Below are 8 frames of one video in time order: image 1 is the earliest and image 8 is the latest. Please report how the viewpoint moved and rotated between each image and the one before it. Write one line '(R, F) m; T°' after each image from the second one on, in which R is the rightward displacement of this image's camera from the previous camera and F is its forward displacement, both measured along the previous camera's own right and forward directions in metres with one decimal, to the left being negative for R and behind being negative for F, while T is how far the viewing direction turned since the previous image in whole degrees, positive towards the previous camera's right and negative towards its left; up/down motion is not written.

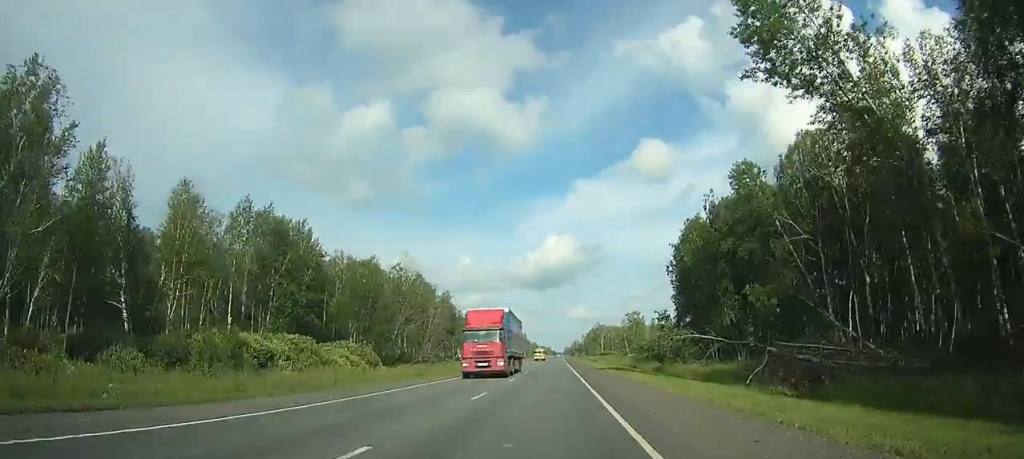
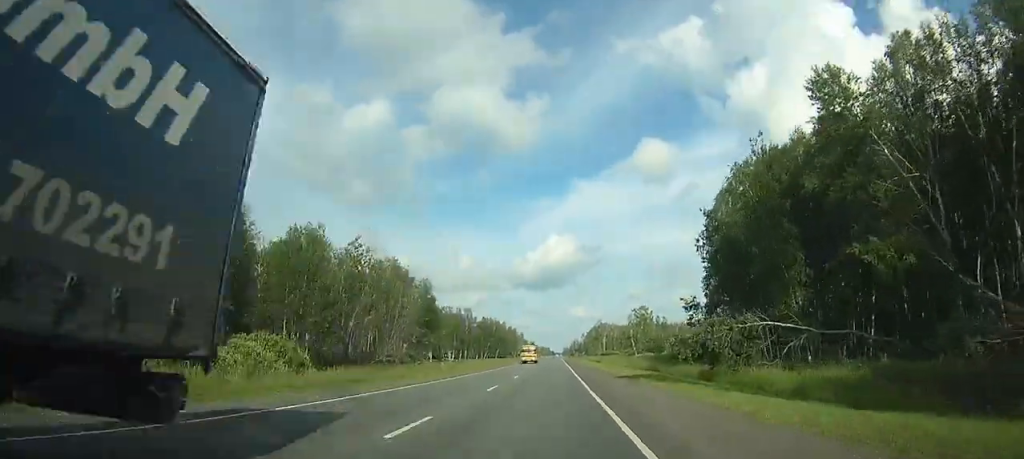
(0.0, +19.1) m; 0°
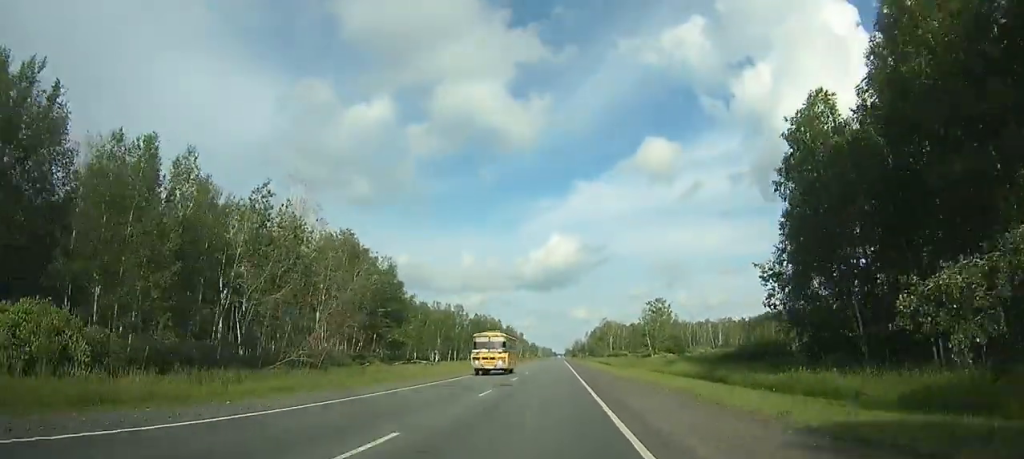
(-0.1, +28.0) m; 0°
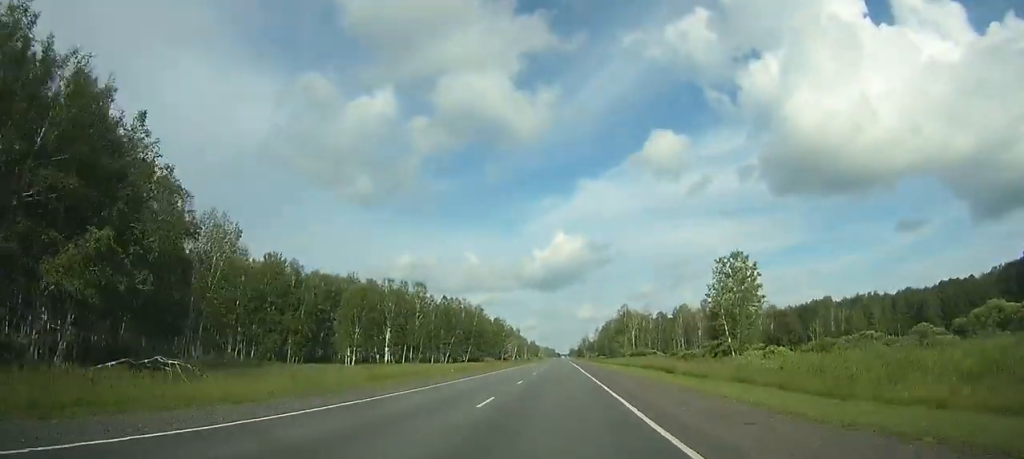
(-0.1, +66.4) m; 0°
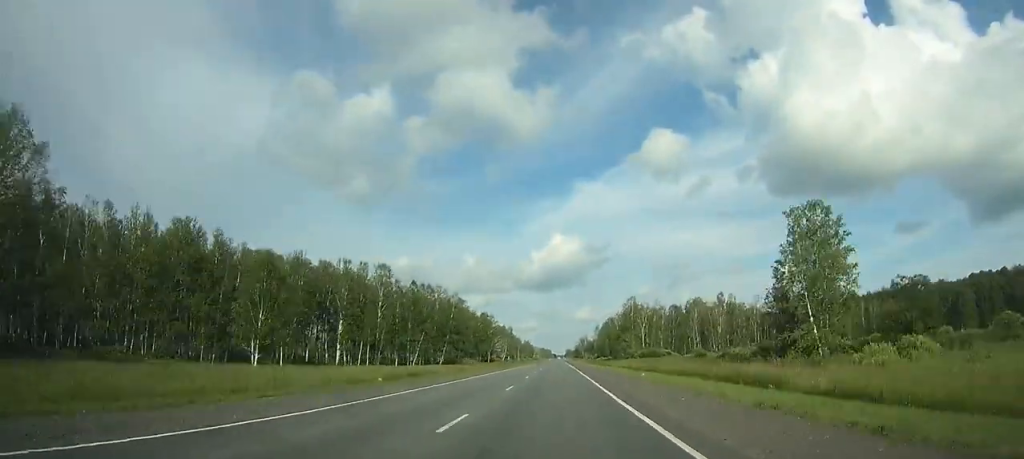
(0.0, +28.7) m; 0°
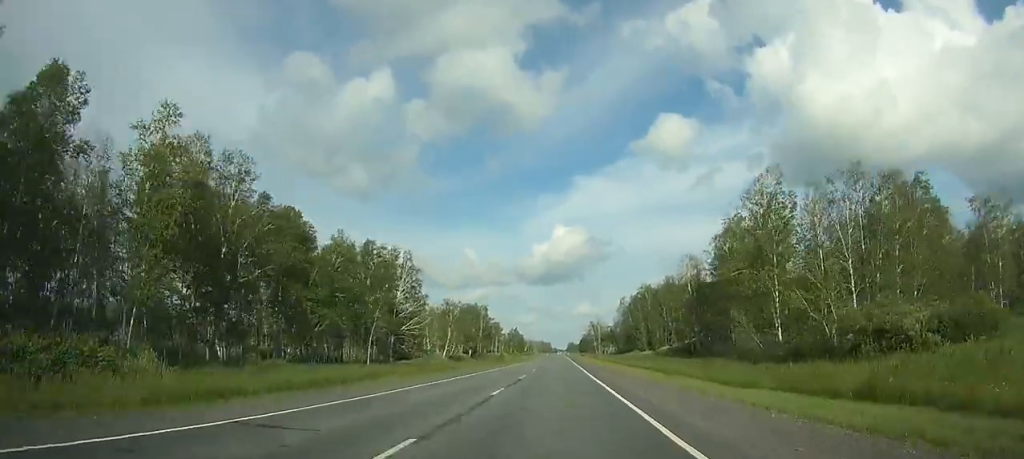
(+0.4, +107.3) m; 0°
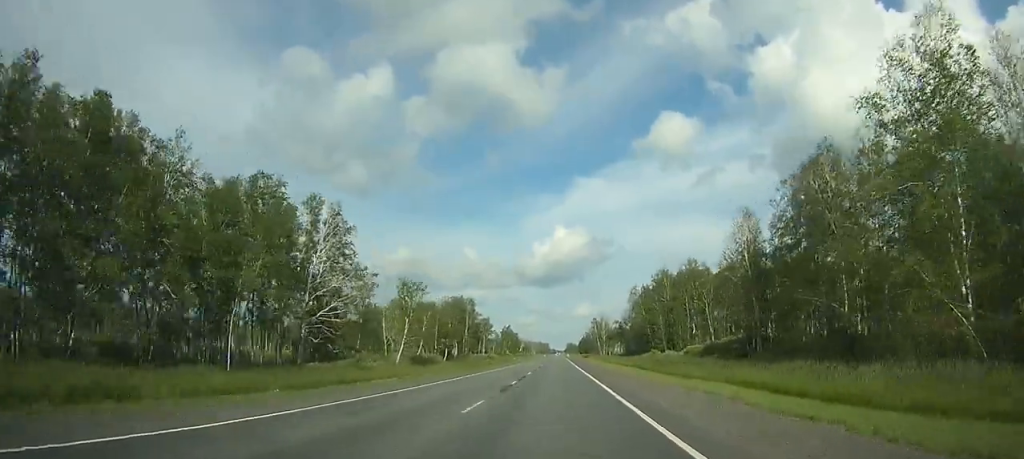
(+0.1, +29.4) m; 0°
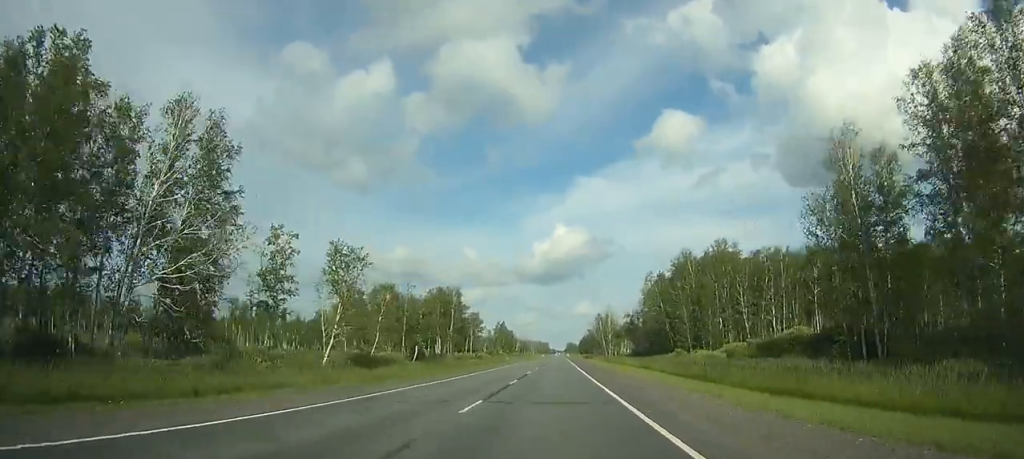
(0.0, +24.5) m; 0°
